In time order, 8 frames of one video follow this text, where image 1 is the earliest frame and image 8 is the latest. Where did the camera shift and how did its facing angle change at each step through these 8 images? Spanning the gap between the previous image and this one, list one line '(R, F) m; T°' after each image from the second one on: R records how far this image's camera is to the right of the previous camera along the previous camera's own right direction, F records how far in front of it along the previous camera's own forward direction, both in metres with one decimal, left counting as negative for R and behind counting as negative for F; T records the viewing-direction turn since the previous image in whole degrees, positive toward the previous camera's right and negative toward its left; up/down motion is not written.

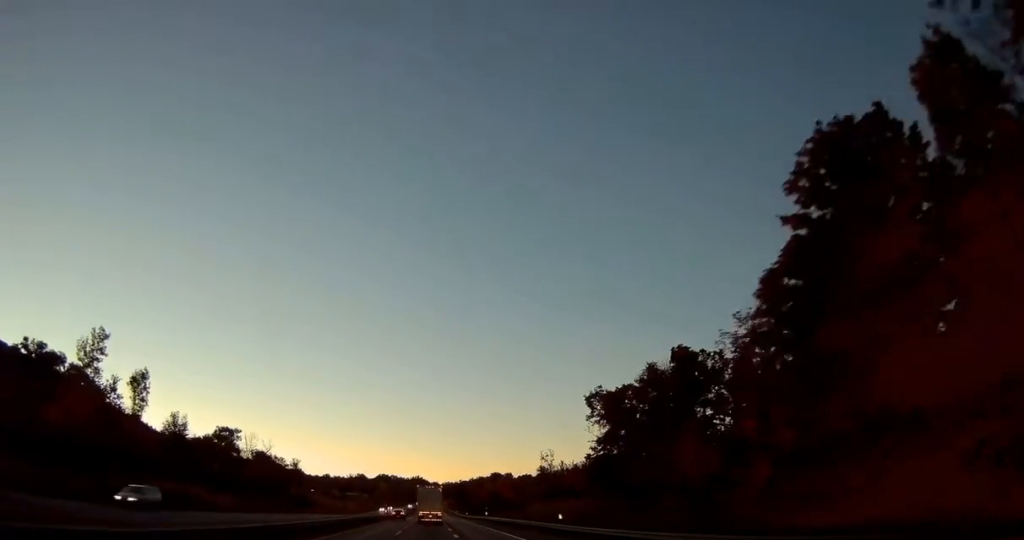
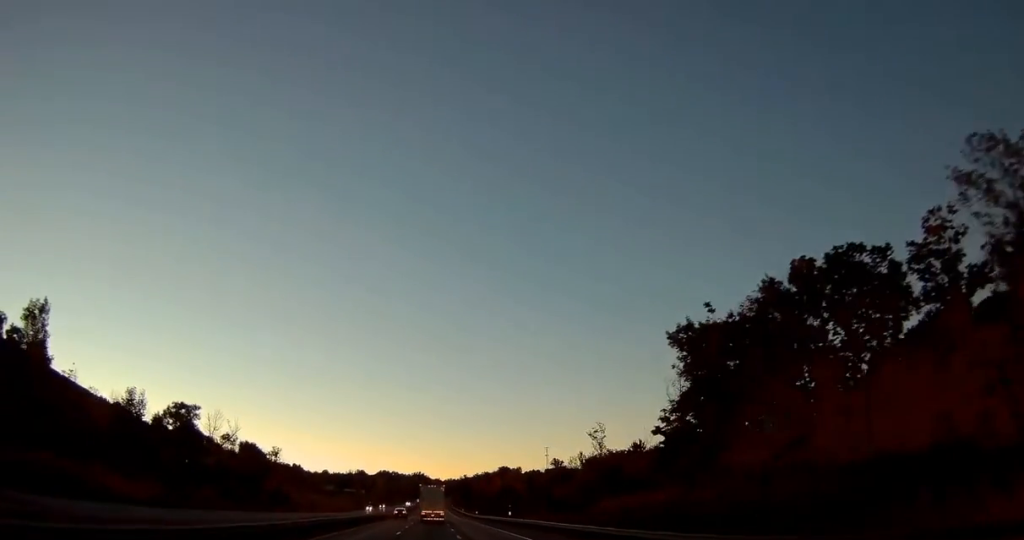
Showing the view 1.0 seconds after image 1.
(0.0, +28.1) m; 0°
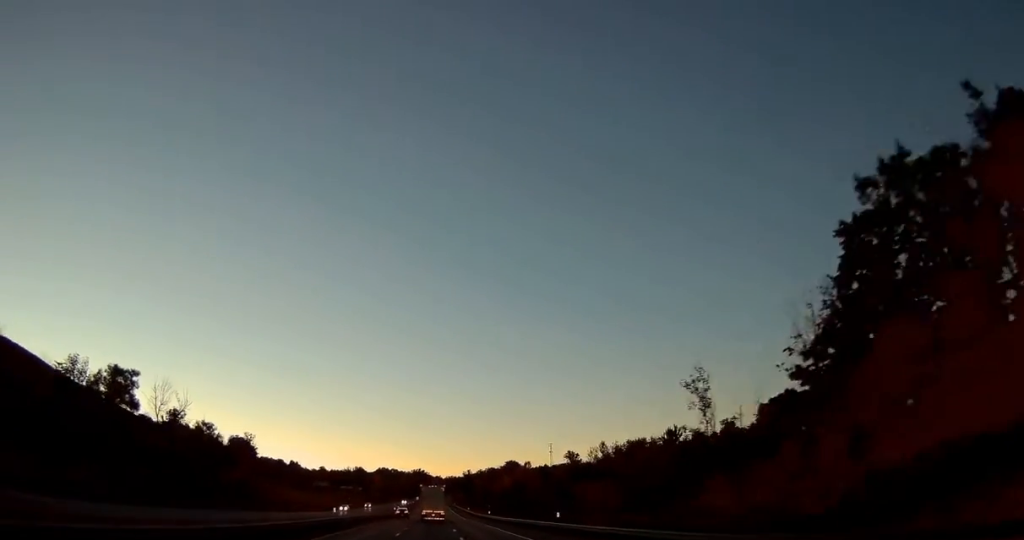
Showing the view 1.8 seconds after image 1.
(0.0, +25.8) m; 0°
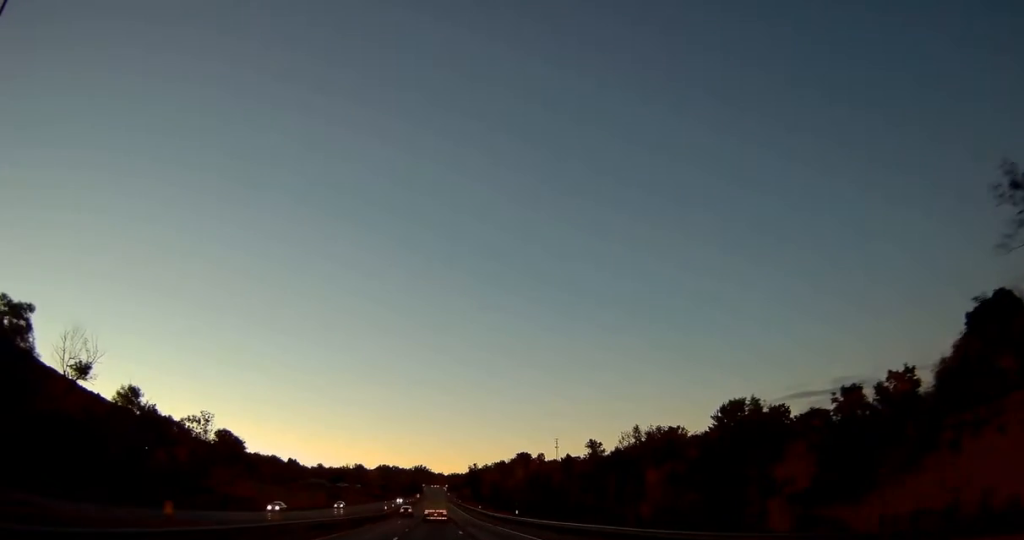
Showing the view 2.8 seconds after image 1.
(0.0, +29.3) m; 0°
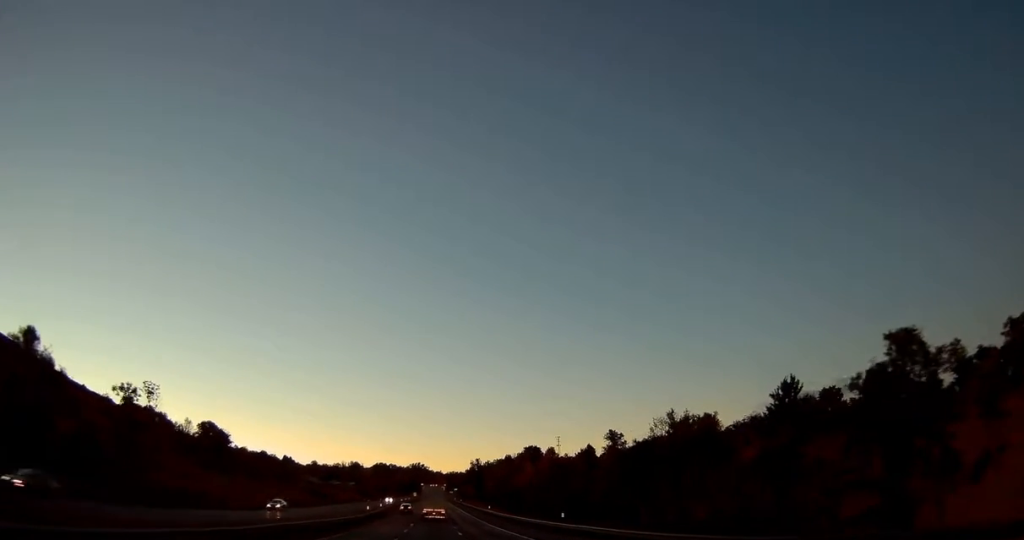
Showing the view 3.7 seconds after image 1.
(-0.1, +24.7) m; 0°
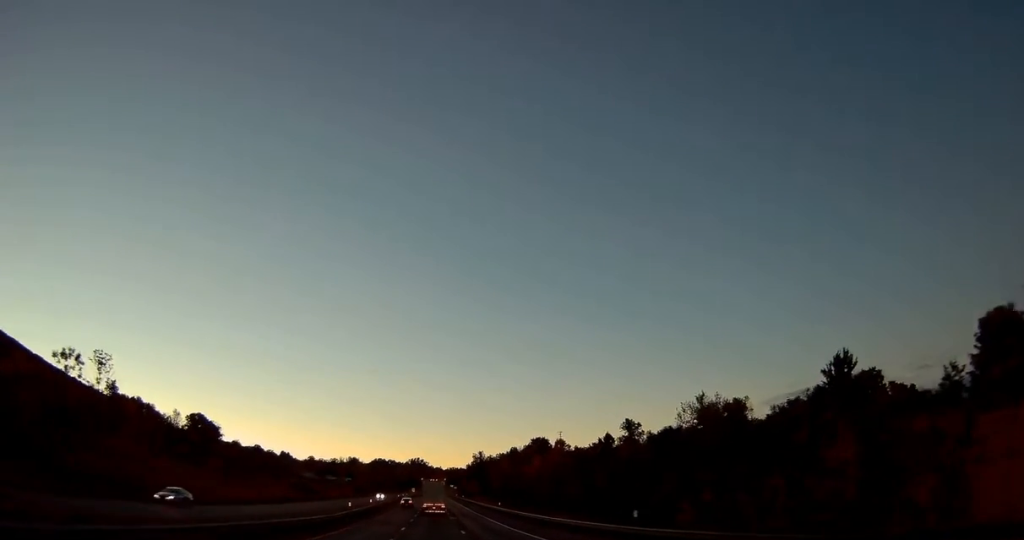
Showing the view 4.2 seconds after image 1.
(-0.1, +15.3) m; 0°
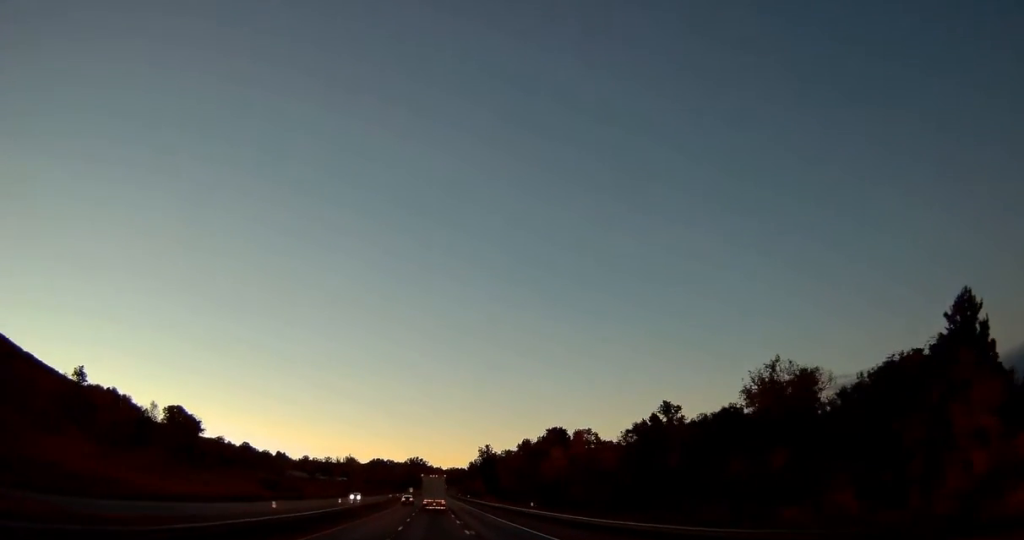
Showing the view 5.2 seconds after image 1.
(+0.1, +28.5) m; +1°
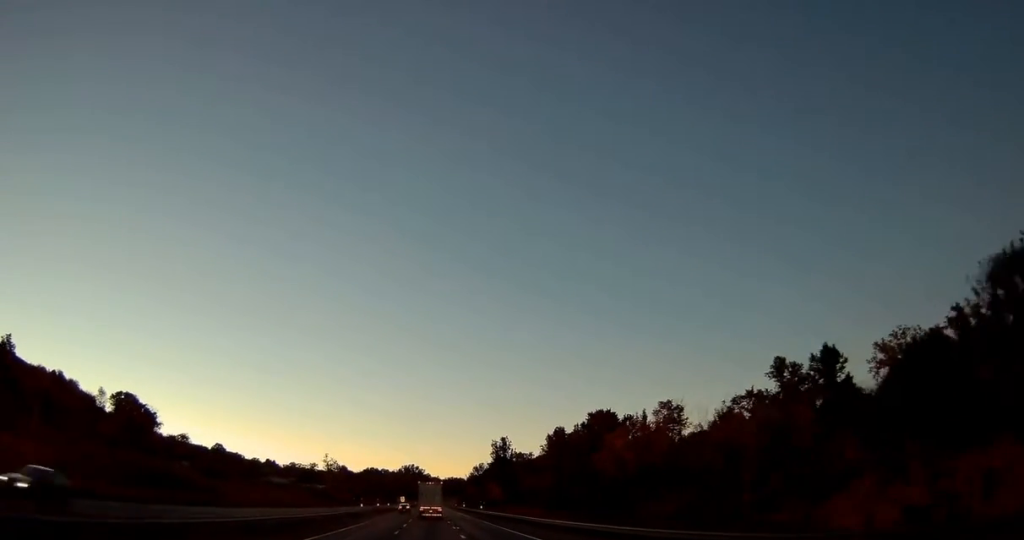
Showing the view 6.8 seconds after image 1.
(+0.3, +48.8) m; 0°
